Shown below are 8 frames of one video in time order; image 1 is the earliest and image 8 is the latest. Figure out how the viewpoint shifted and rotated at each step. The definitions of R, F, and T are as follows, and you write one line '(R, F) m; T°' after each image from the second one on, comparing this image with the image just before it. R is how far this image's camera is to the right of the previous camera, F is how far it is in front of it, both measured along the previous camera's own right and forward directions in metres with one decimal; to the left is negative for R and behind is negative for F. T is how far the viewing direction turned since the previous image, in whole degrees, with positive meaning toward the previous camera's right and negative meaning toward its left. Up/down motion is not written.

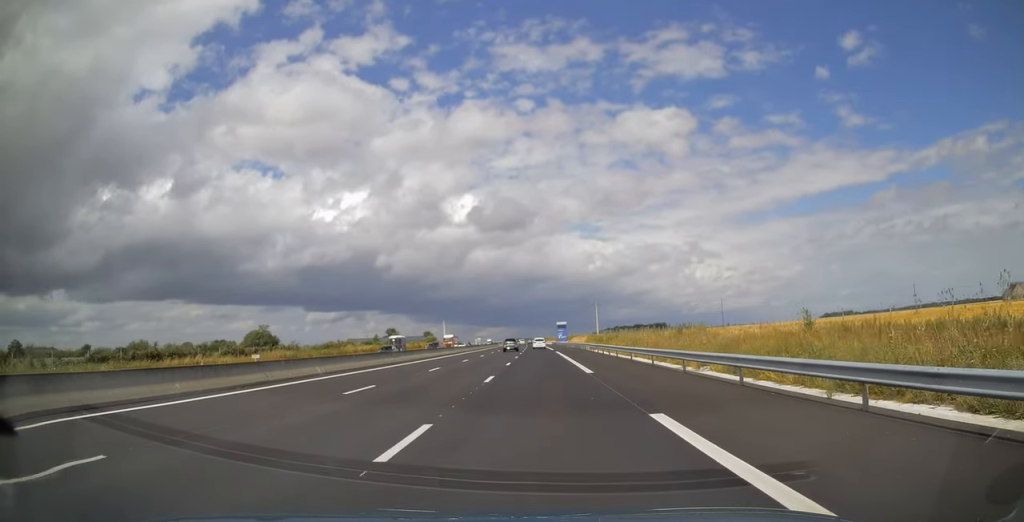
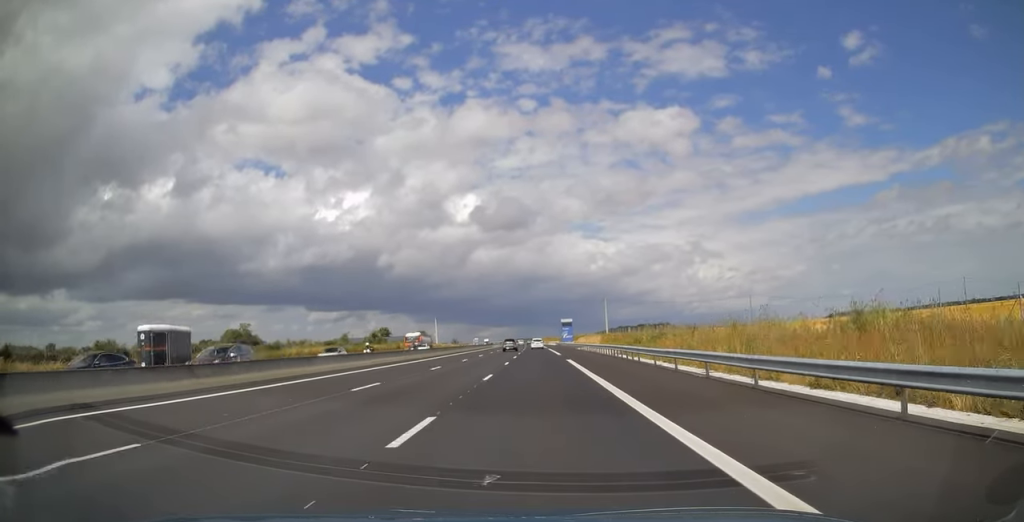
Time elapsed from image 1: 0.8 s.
(-0.2, +25.4) m; 0°
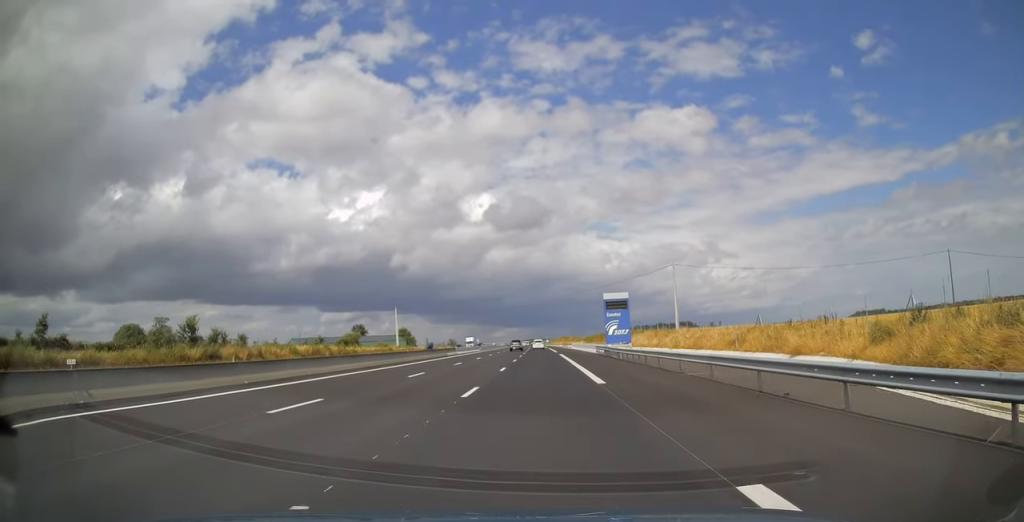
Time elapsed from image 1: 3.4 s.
(-0.1, +84.4) m; -1°
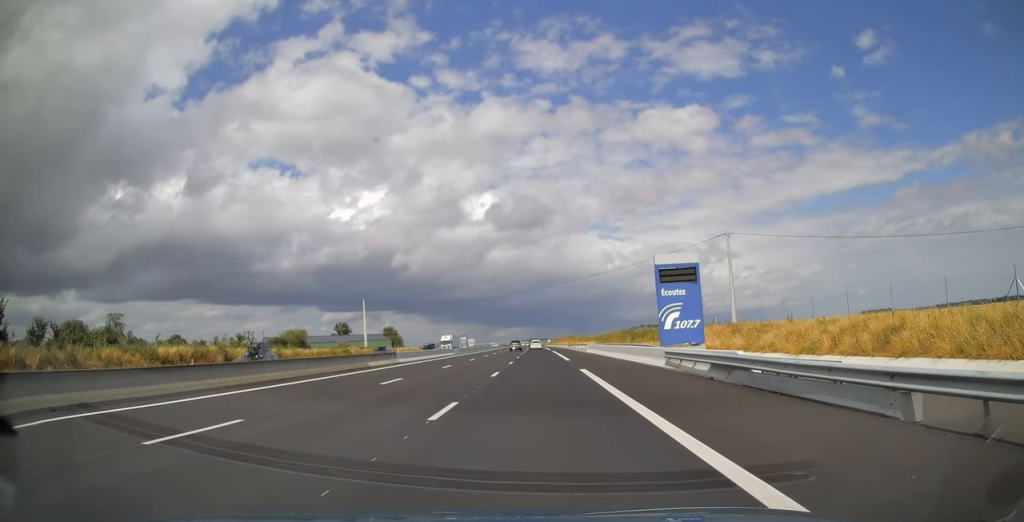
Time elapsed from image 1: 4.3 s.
(-0.1, +30.6) m; 0°
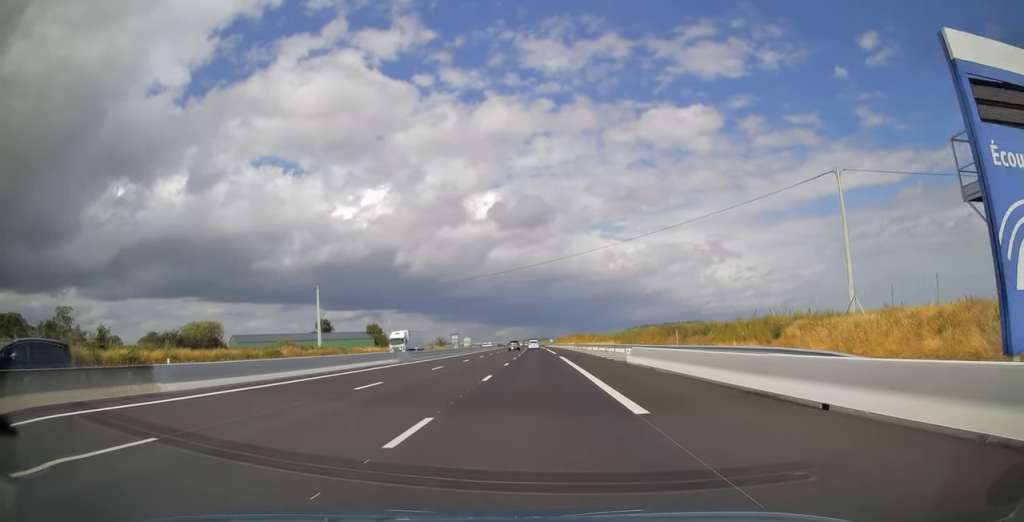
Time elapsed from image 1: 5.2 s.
(-0.1, +29.0) m; 0°
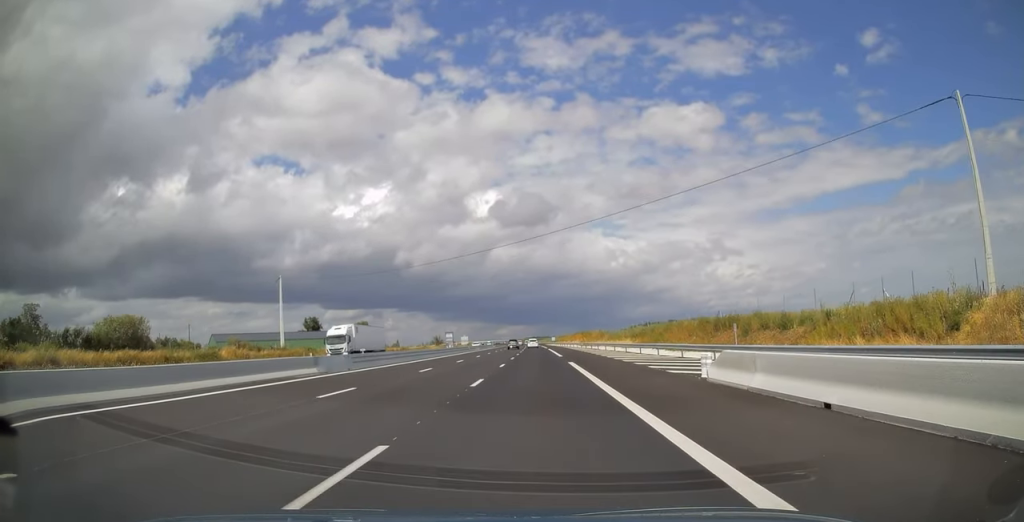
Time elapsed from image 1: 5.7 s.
(0.0, +16.1) m; 0°
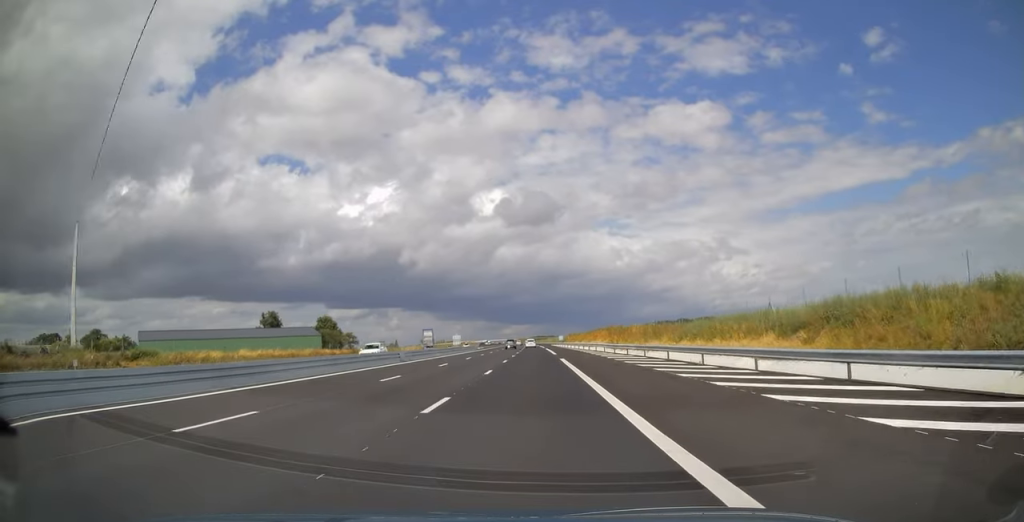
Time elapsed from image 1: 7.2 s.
(-0.1, +45.6) m; 0°
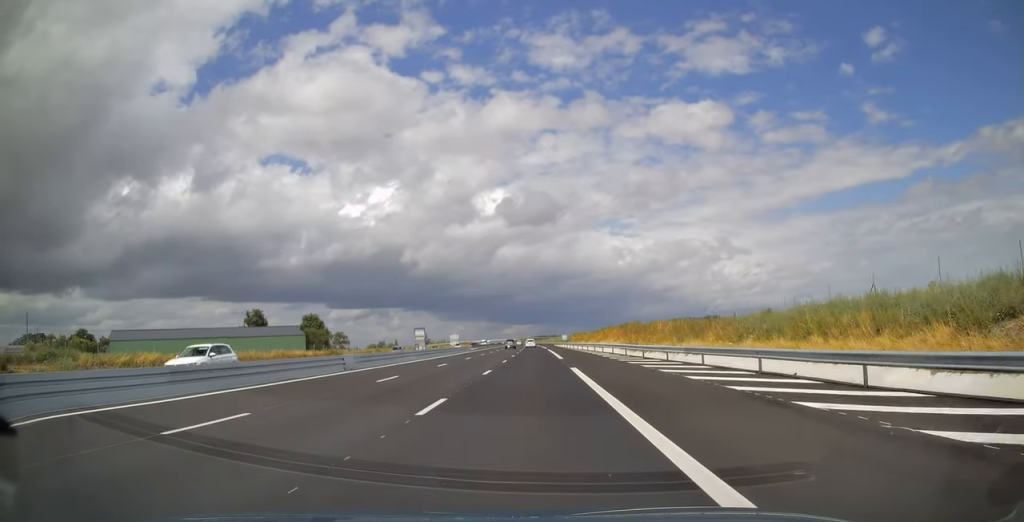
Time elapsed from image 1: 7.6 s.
(-0.1, +13.4) m; 0°
